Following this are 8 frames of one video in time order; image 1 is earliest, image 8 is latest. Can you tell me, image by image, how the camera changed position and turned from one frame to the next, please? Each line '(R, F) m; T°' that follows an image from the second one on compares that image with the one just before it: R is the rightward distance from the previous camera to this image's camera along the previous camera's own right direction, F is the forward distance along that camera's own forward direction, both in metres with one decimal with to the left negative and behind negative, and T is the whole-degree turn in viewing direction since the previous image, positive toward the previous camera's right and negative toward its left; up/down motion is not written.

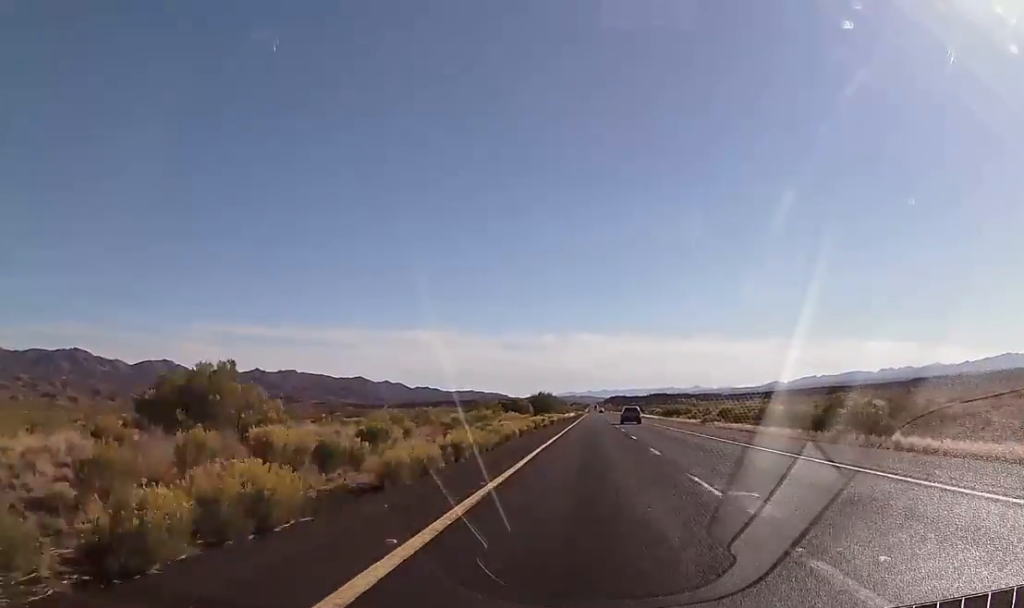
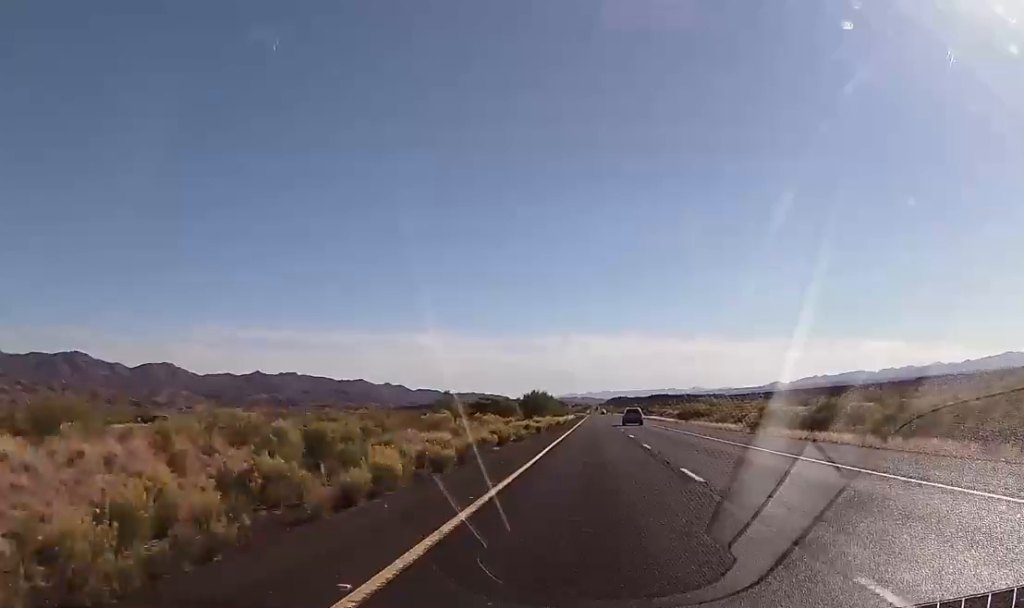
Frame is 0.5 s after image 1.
(0.0, +20.2) m; 0°
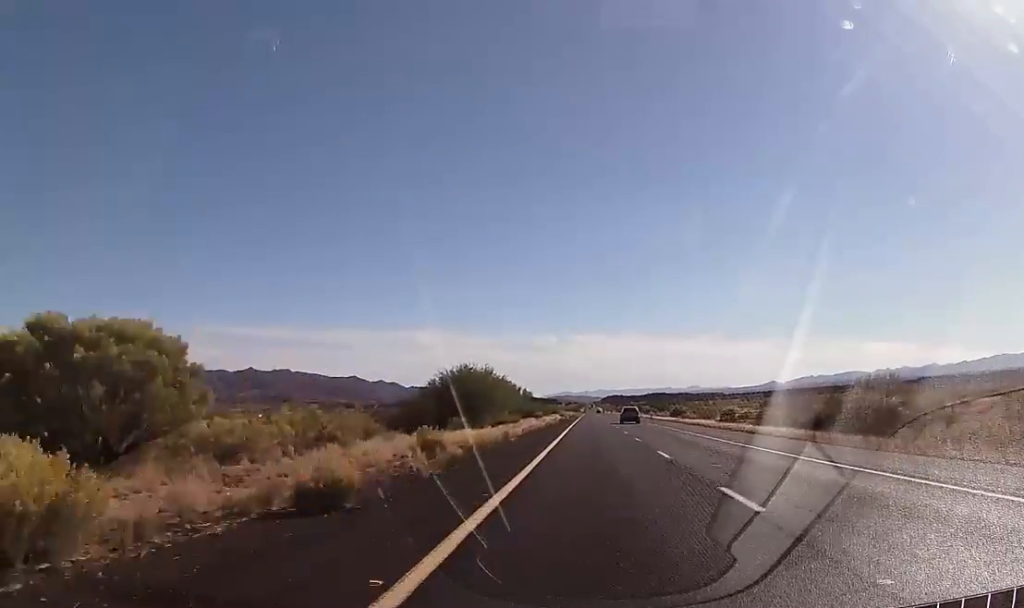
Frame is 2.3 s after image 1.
(+0.7, +66.5) m; +1°
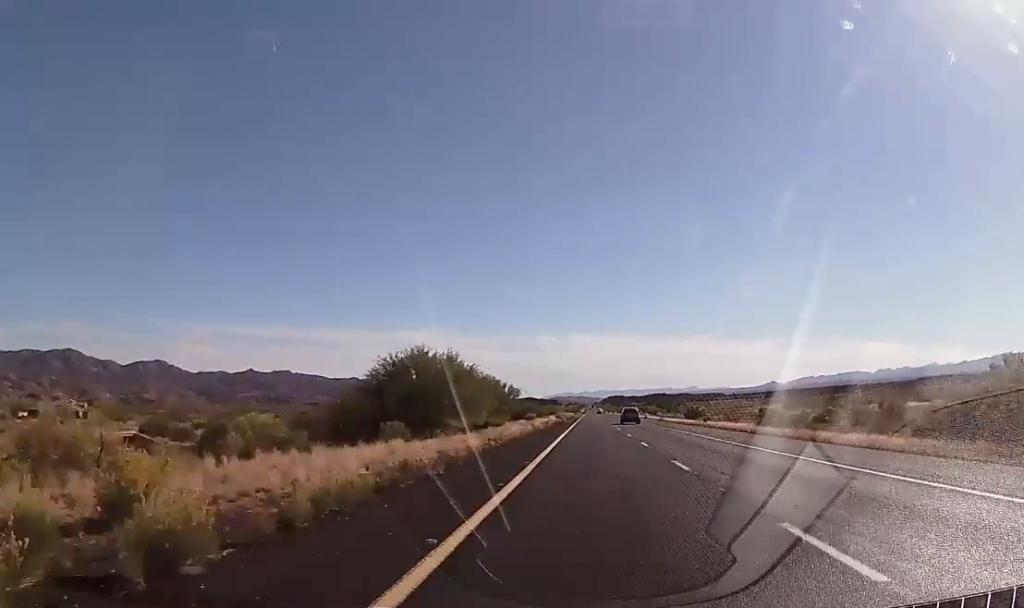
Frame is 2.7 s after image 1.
(0.0, +16.4) m; 0°
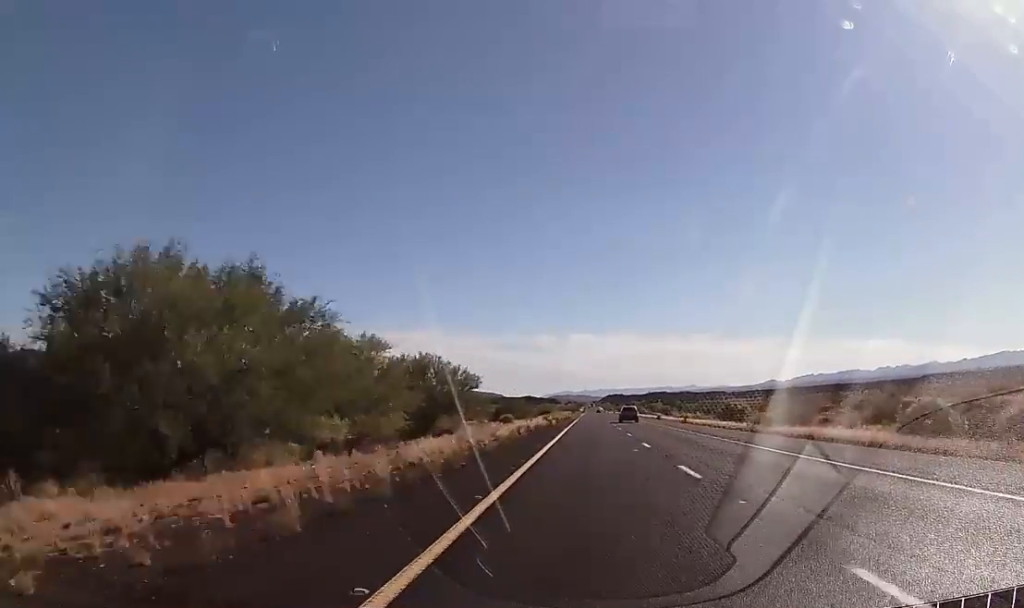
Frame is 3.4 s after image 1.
(-0.2, +26.6) m; 0°
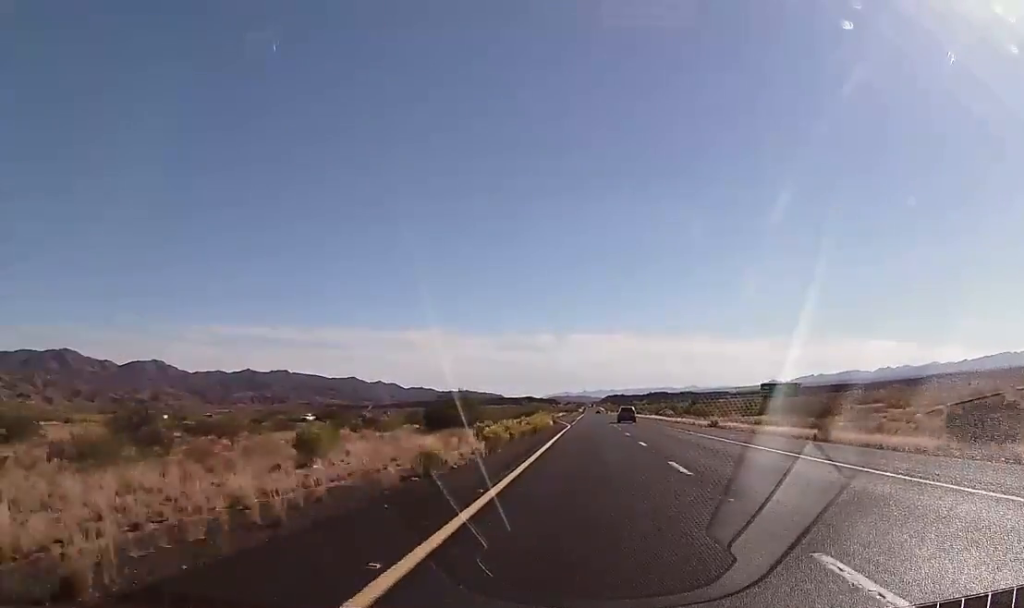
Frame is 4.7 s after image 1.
(+0.1, +48.1) m; +1°
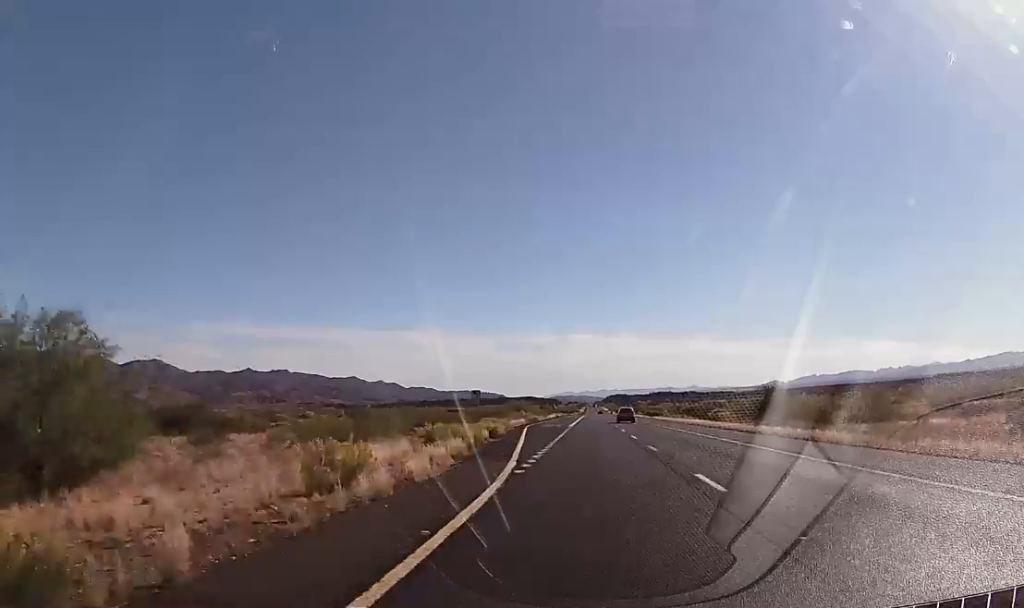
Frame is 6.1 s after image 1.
(+0.1, +53.3) m; 0°
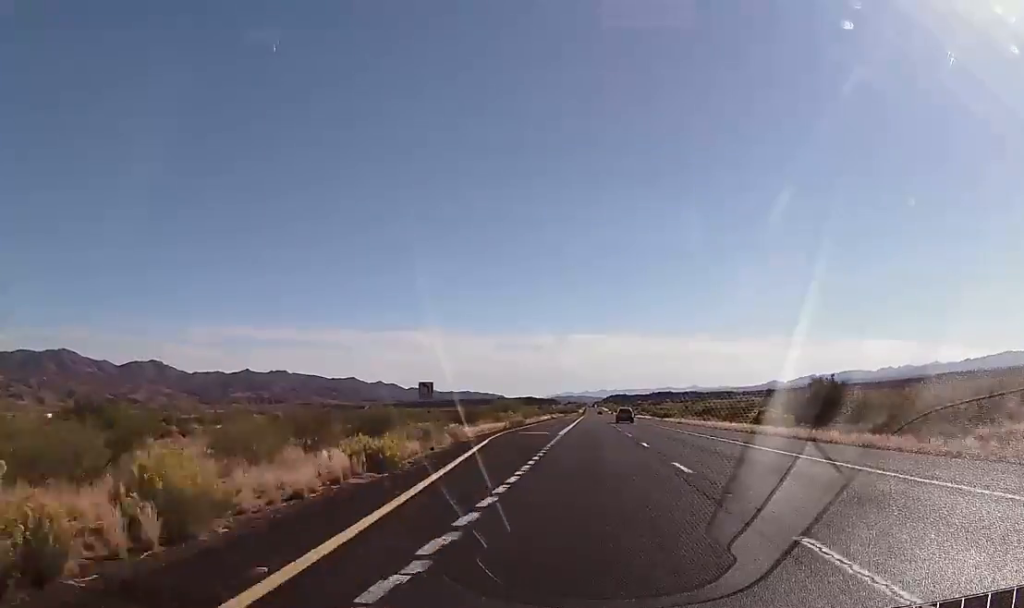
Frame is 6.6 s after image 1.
(-0.1, +20.3) m; 0°
